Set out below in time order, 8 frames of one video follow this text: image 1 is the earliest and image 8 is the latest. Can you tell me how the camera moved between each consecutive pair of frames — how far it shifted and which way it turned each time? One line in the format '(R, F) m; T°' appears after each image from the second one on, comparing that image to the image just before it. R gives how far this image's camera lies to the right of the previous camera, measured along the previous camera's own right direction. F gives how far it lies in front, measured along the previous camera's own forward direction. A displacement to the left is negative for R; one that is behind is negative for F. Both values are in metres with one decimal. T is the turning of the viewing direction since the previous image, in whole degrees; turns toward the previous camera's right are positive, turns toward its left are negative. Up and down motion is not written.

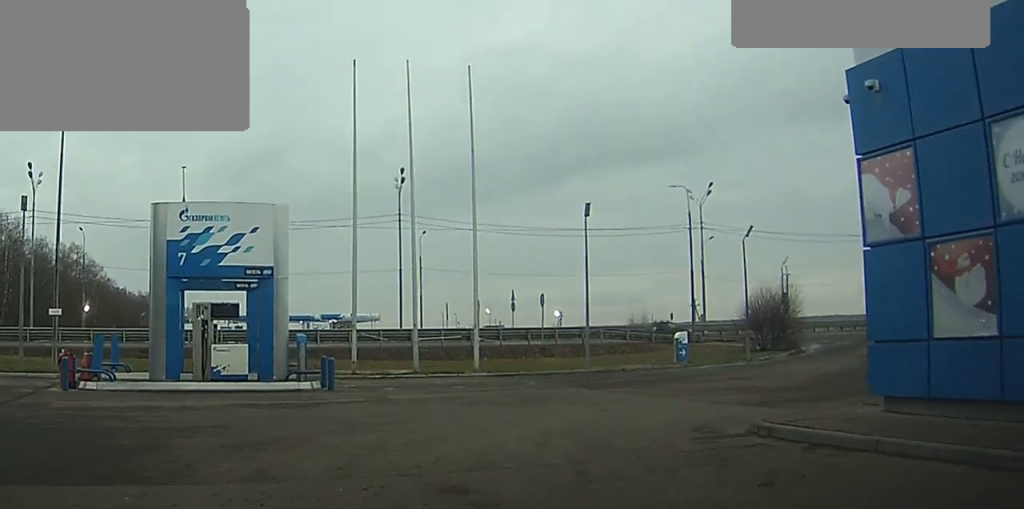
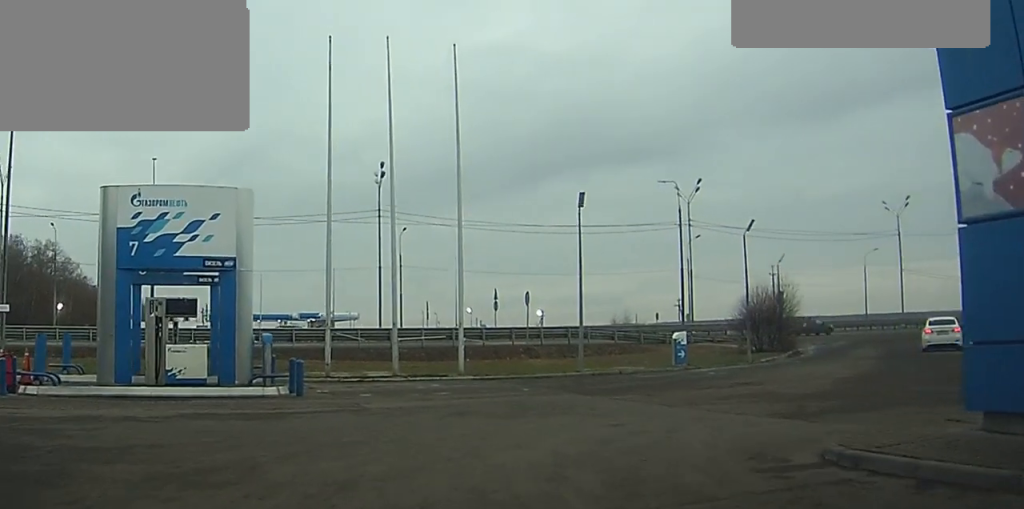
(-0.2, +1.9) m; -2°
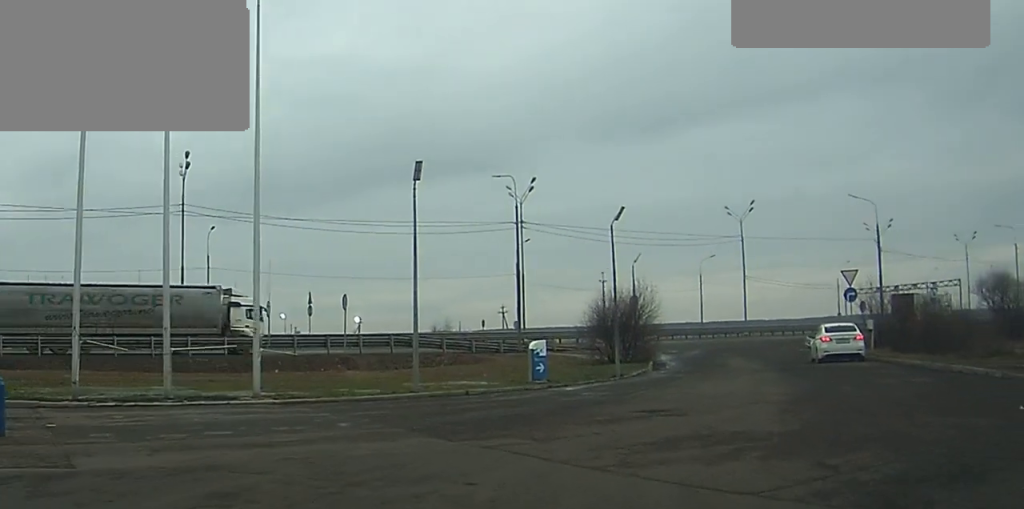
(+1.4, +5.5) m; +24°
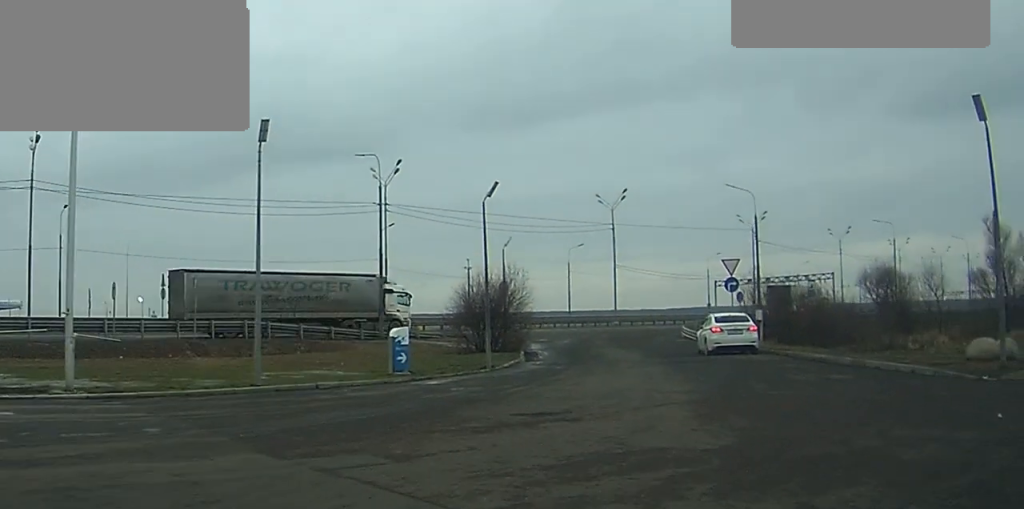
(+0.1, +2.9) m; +6°
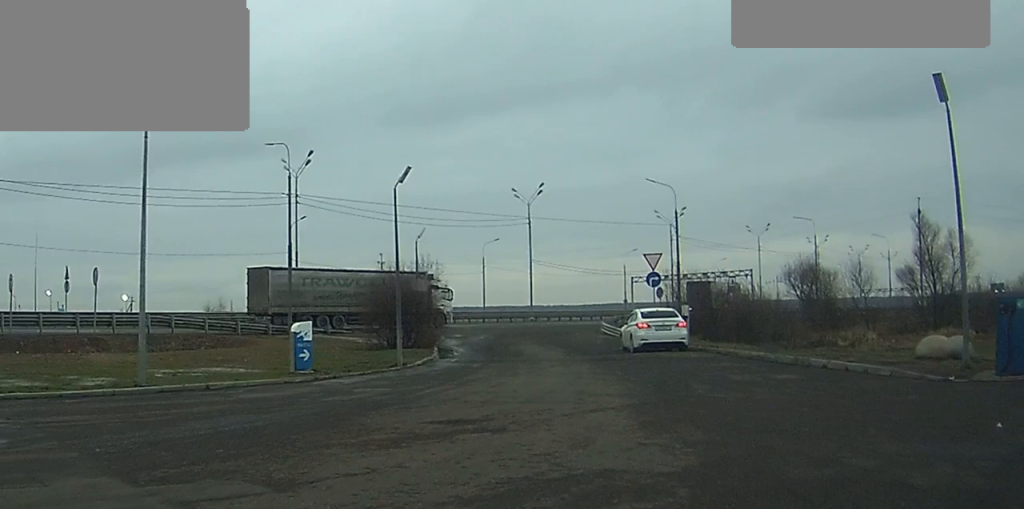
(0.0, +1.8) m; +5°
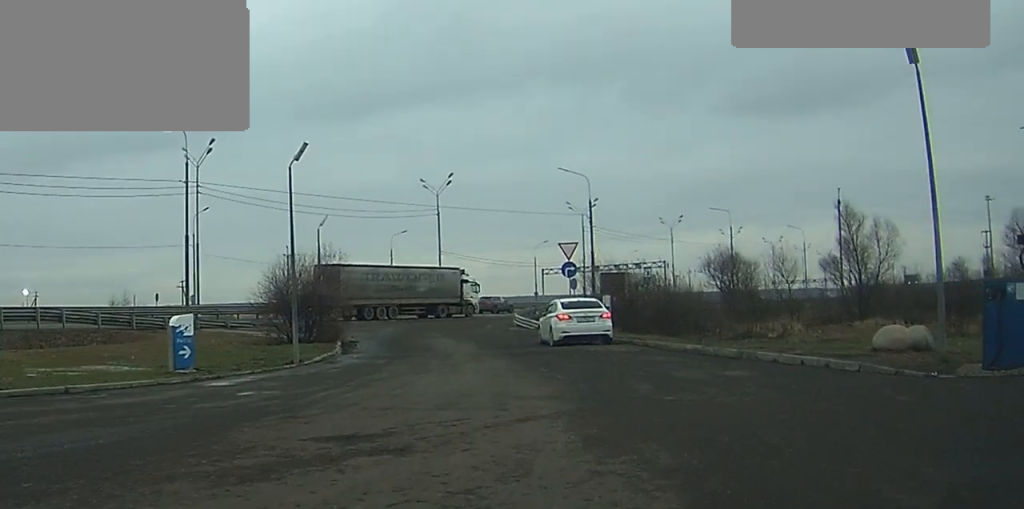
(+0.2, +2.4) m; +4°
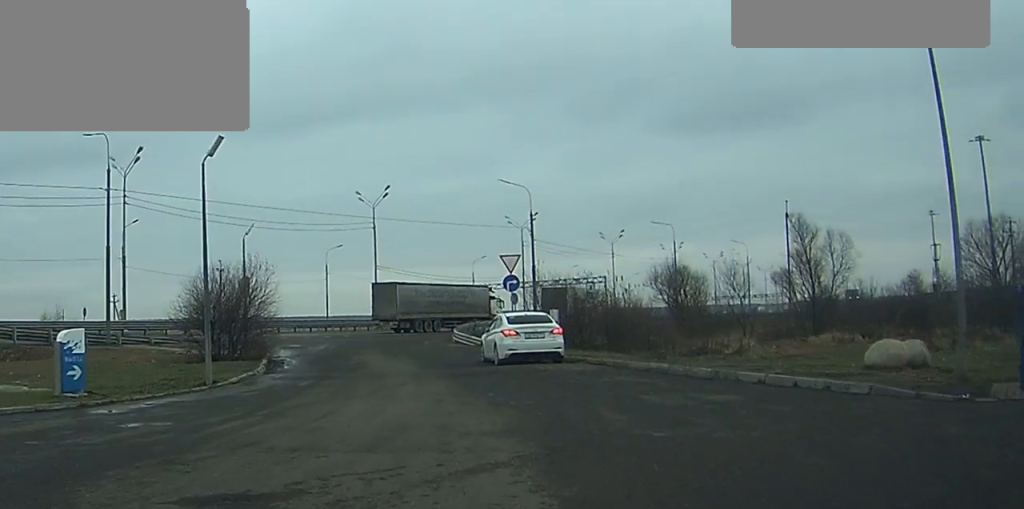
(+0.1, +2.4) m; +1°
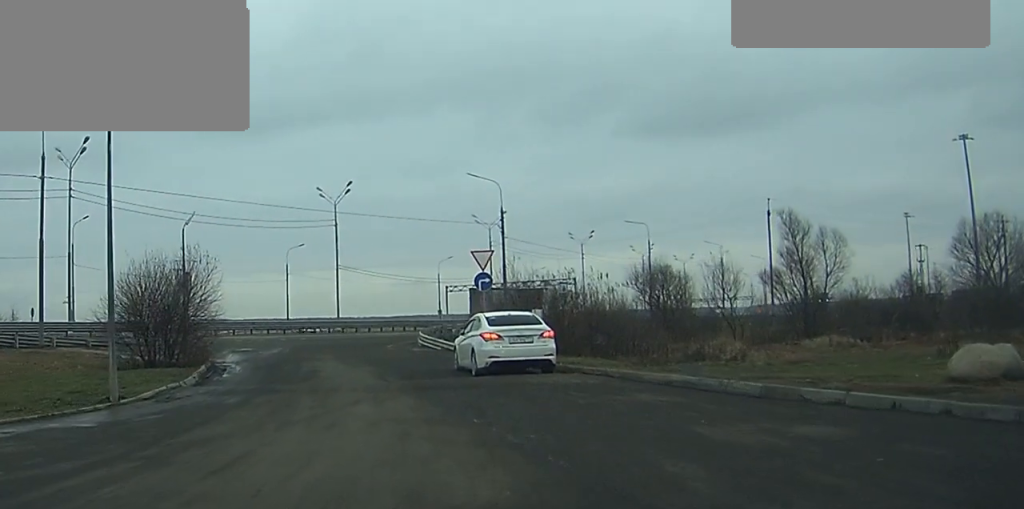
(0.0, +3.8) m; -1°
